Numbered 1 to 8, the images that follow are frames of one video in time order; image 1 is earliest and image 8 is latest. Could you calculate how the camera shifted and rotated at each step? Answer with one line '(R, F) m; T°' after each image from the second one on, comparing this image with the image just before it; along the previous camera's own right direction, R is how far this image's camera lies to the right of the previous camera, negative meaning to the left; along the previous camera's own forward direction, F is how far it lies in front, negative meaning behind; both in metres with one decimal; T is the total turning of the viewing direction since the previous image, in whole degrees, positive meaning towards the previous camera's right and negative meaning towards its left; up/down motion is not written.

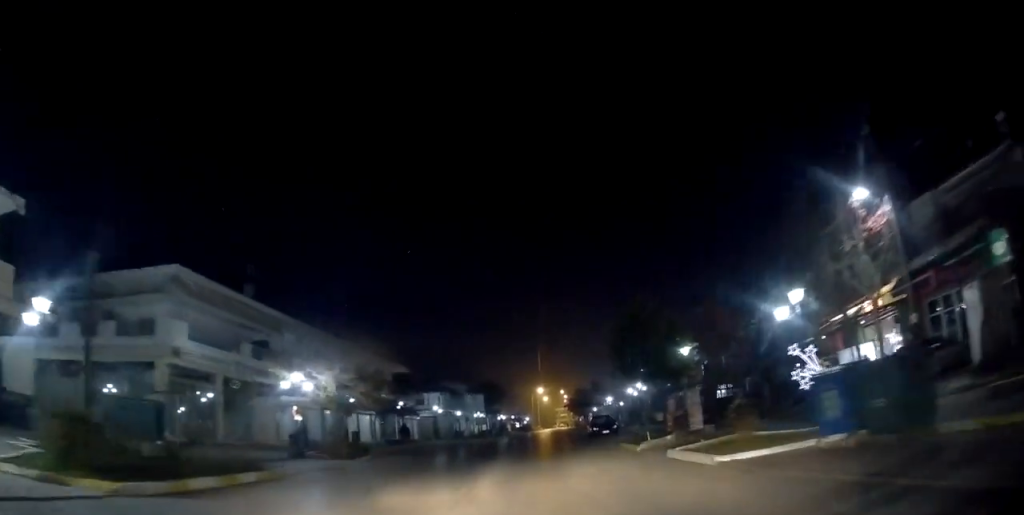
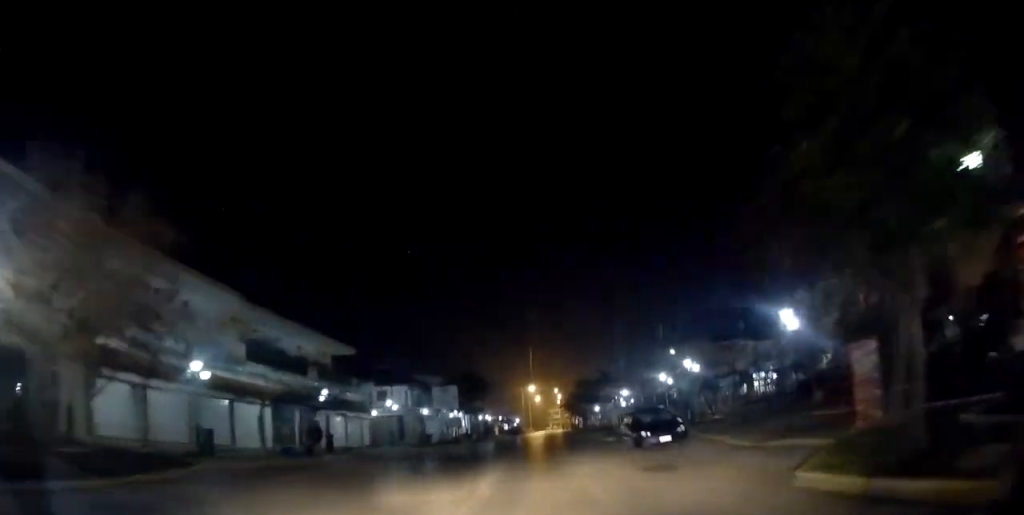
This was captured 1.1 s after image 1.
(+0.2, +15.6) m; +1°
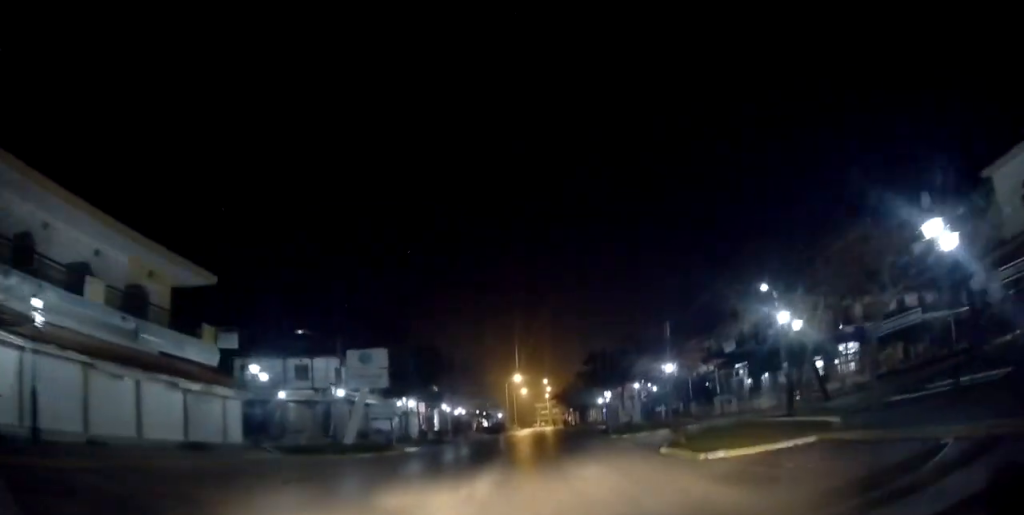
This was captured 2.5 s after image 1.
(-0.1, +19.6) m; 0°
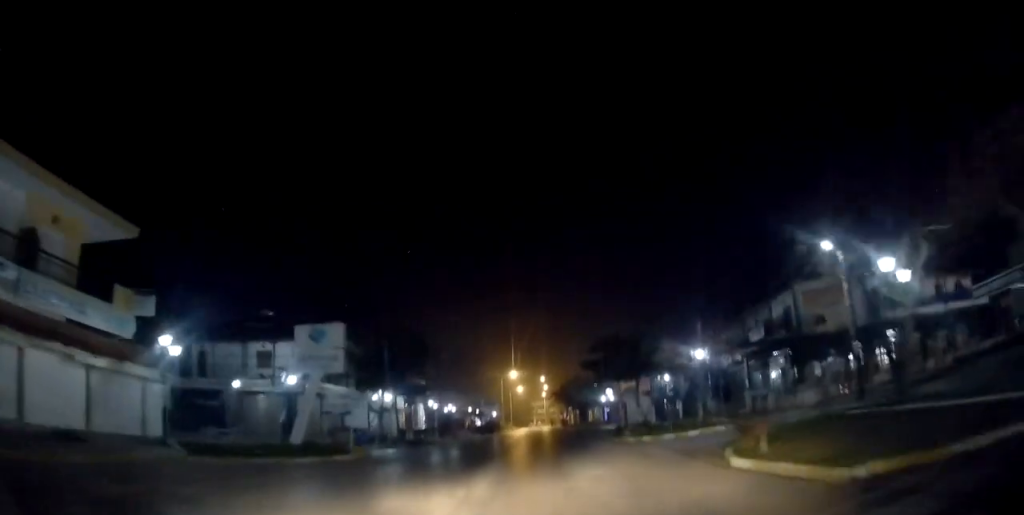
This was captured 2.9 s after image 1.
(+0.1, +6.1) m; 0°
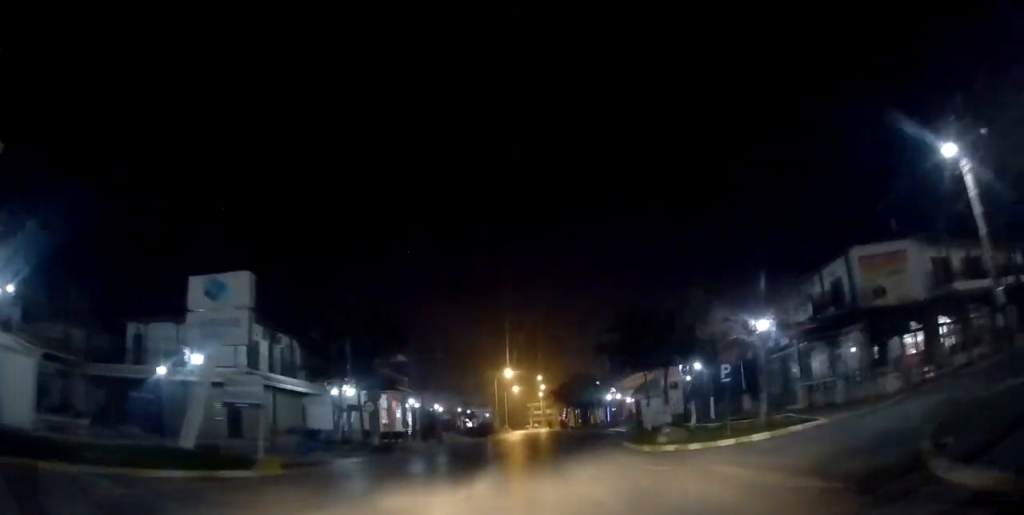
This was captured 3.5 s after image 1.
(+0.2, +7.4) m; 0°
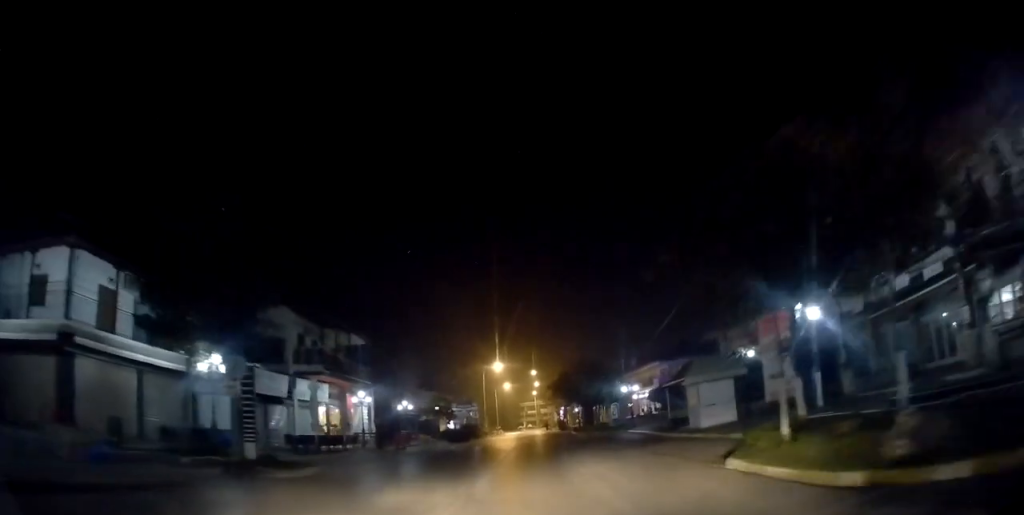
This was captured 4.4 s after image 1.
(-0.1, +12.7) m; +1°
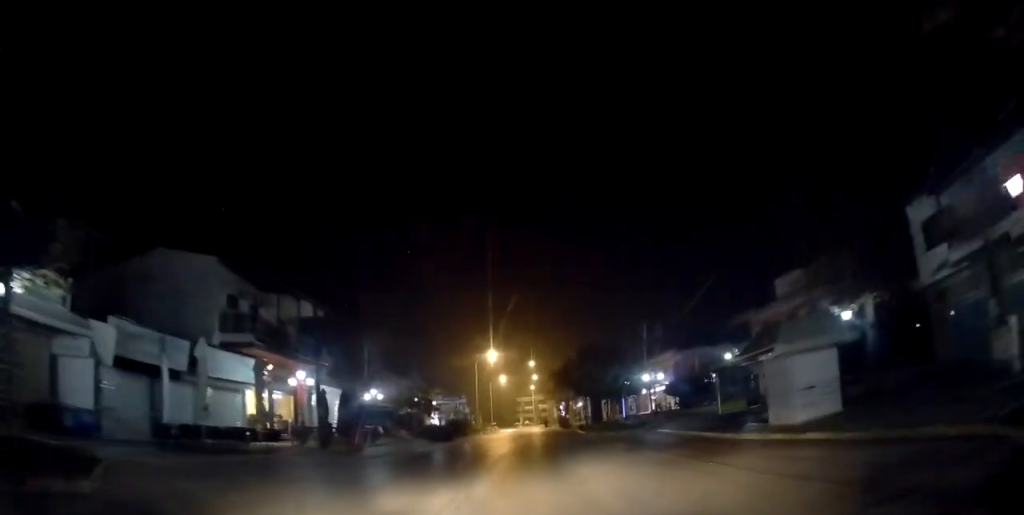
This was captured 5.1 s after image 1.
(+0.2, +9.3) m; +2°
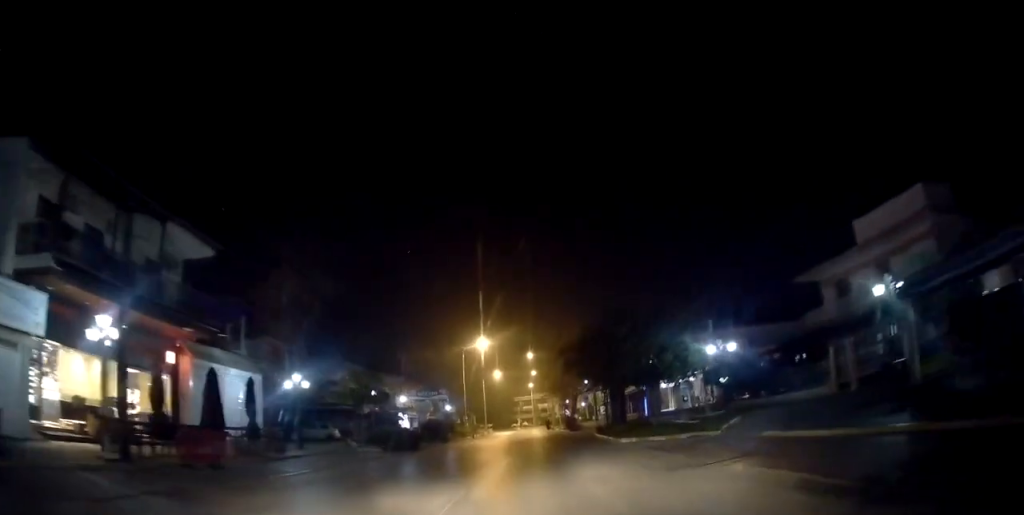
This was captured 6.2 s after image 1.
(+0.4, +13.5) m; +1°
